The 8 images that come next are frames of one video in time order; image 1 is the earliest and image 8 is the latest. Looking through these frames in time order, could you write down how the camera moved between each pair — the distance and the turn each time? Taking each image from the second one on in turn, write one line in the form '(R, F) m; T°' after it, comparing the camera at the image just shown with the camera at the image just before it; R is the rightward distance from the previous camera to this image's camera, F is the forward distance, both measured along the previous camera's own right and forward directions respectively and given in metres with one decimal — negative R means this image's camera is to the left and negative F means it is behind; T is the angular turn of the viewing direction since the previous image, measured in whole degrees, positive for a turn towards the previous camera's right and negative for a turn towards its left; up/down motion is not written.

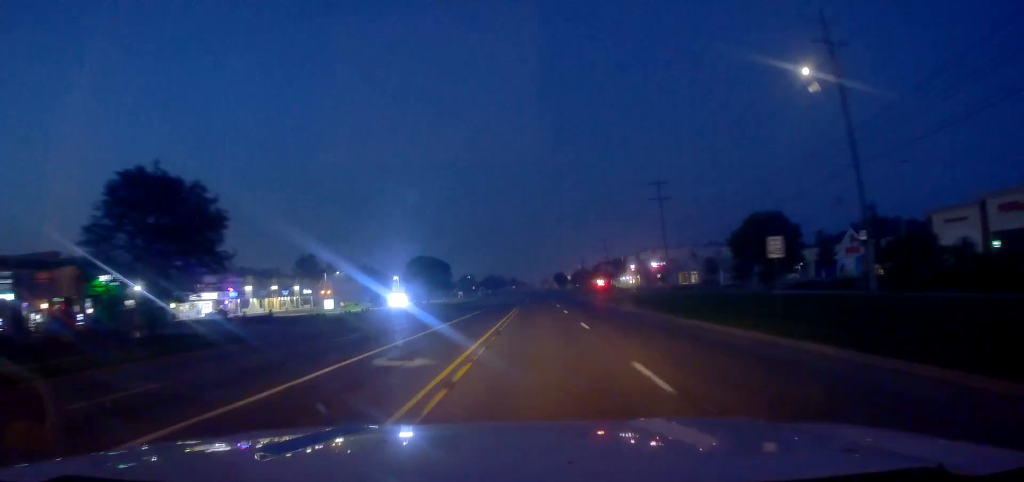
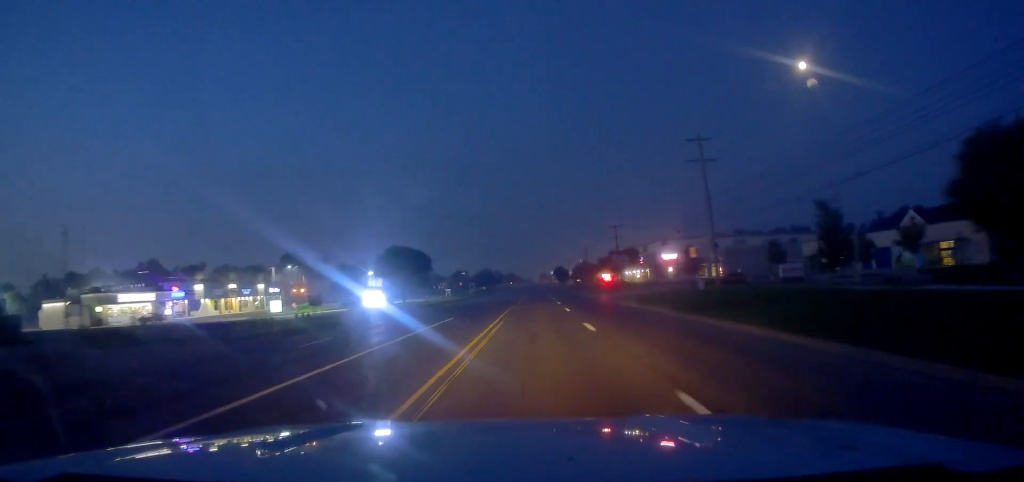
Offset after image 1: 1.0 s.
(0.0, +19.3) m; 0°
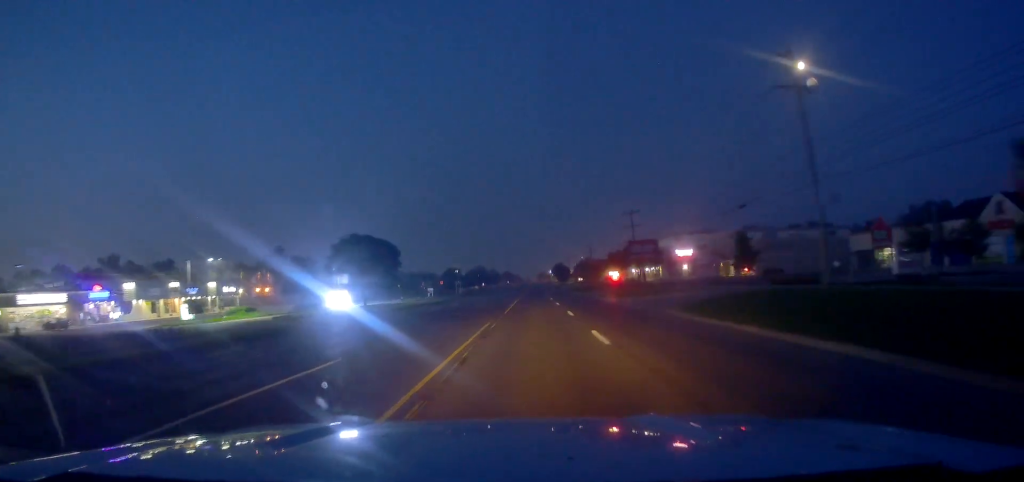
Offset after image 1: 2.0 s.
(+0.2, +20.0) m; -1°
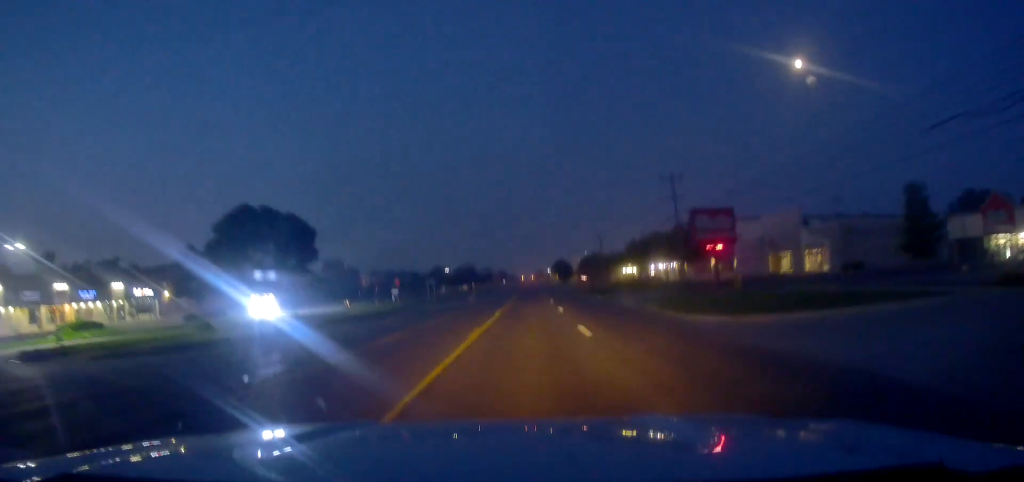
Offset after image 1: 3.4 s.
(-0.6, +27.6) m; 0°
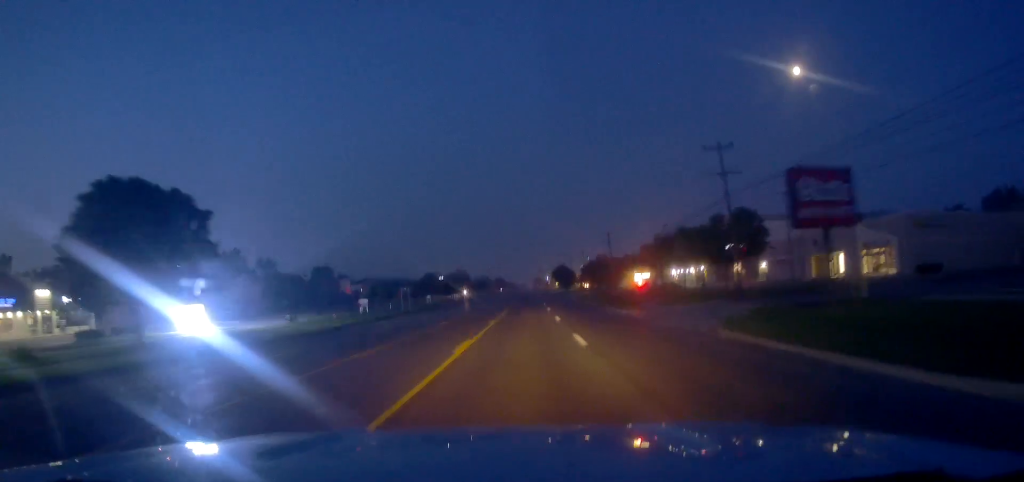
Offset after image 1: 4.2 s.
(+0.6, +16.2) m; +1°
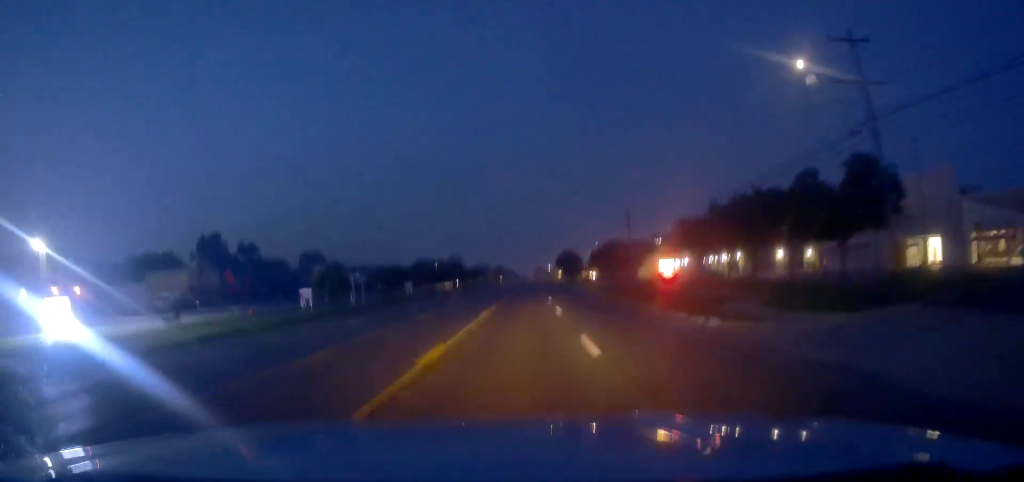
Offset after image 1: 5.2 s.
(-0.3, +19.8) m; 0°
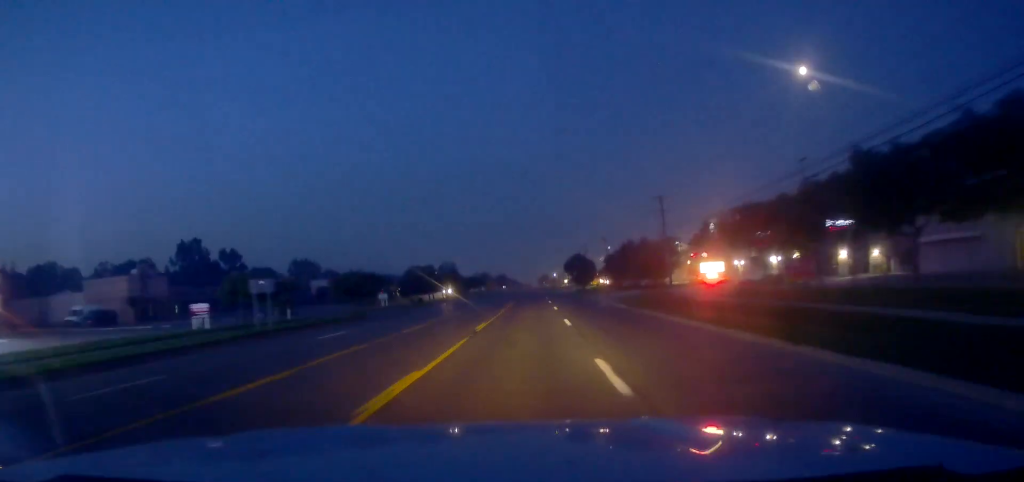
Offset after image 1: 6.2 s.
(+0.3, +19.8) m; -1°
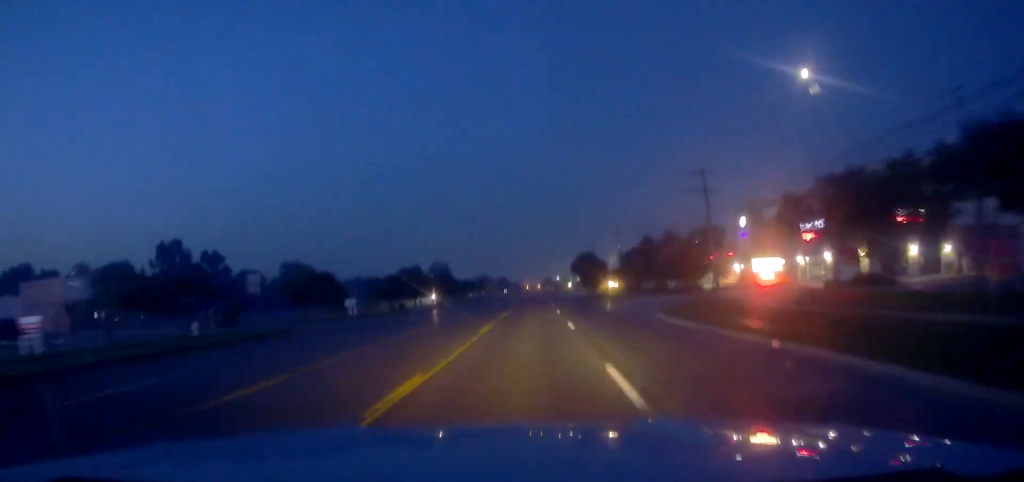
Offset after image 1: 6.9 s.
(-0.4, +15.7) m; -2°
